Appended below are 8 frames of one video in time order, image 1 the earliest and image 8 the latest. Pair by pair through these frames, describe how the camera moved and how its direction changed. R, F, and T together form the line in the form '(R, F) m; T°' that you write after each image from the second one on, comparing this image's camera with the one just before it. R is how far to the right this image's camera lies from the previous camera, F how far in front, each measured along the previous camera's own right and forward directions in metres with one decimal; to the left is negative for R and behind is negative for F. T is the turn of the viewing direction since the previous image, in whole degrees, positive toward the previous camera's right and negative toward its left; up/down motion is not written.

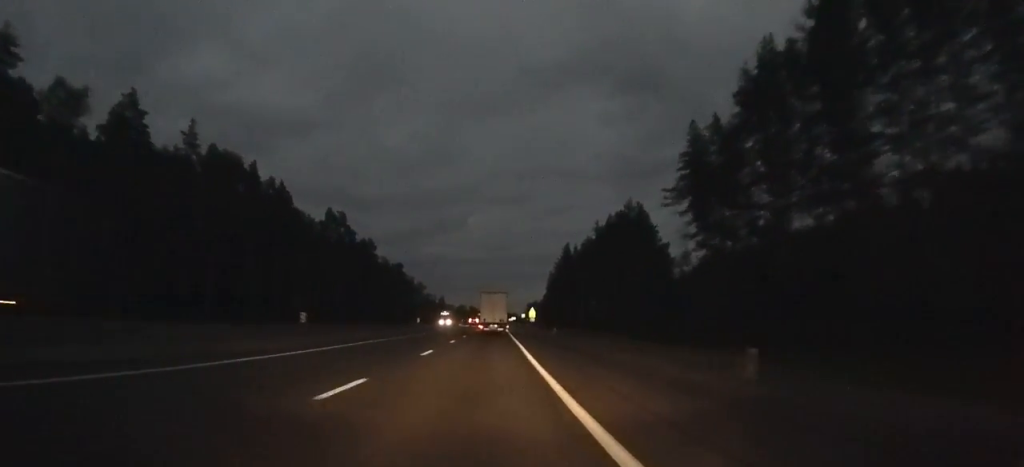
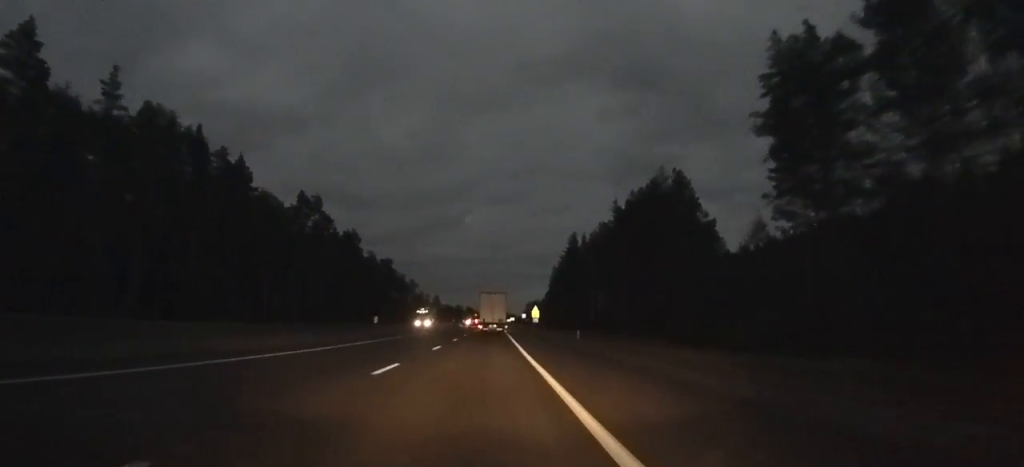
(0.0, +19.8) m; 0°
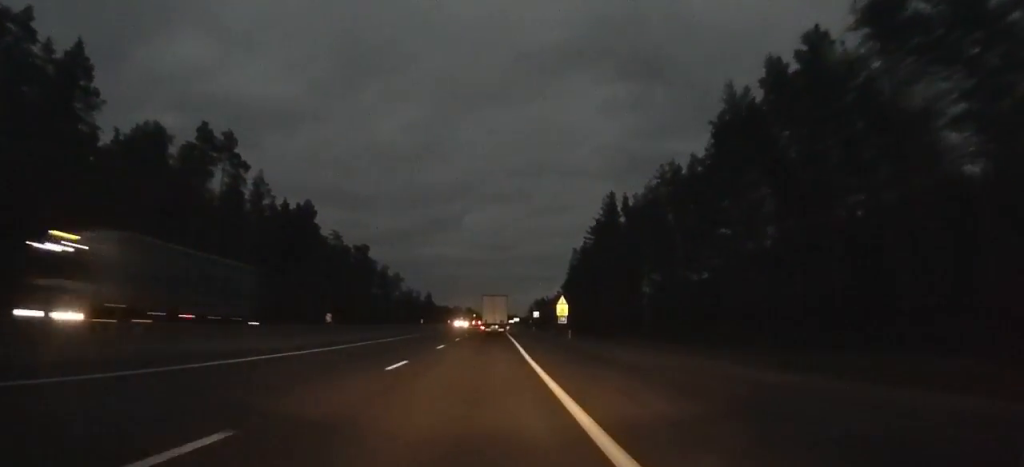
(-0.1, +46.0) m; 0°
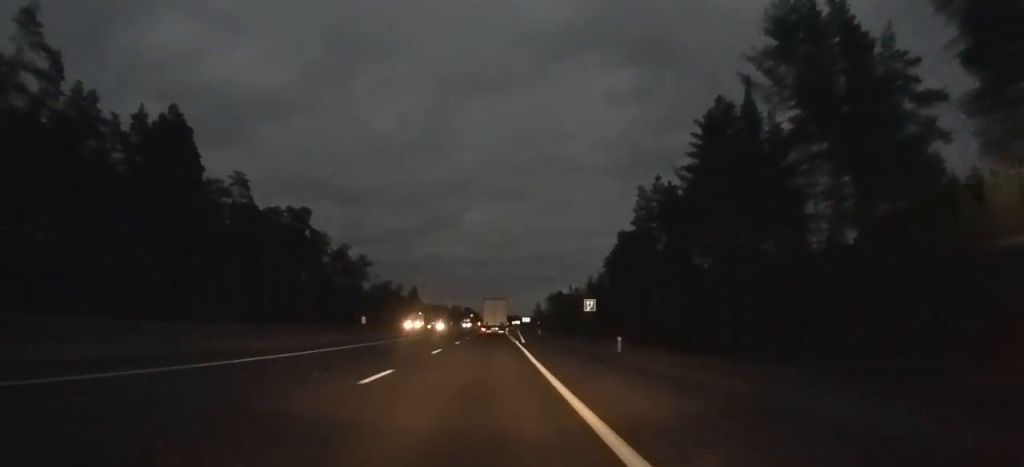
(-0.4, +63.3) m; -1°
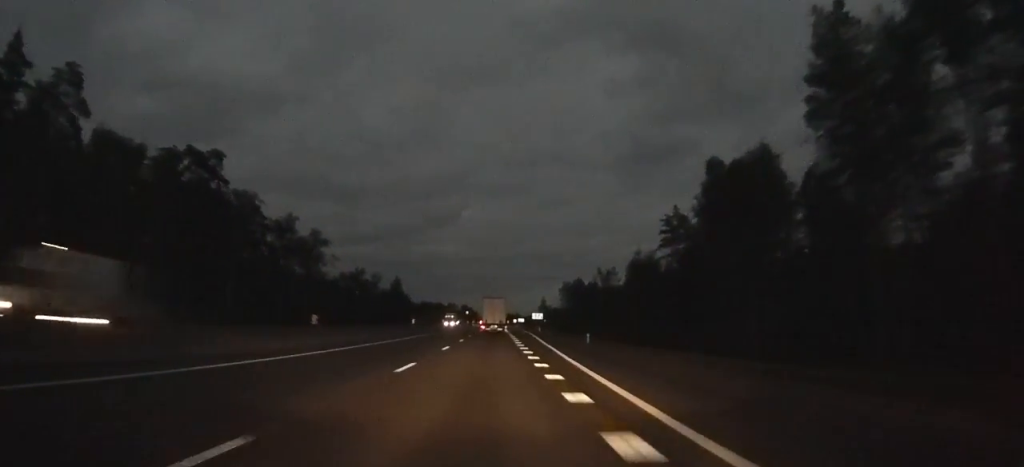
(-0.1, +44.9) m; 0°
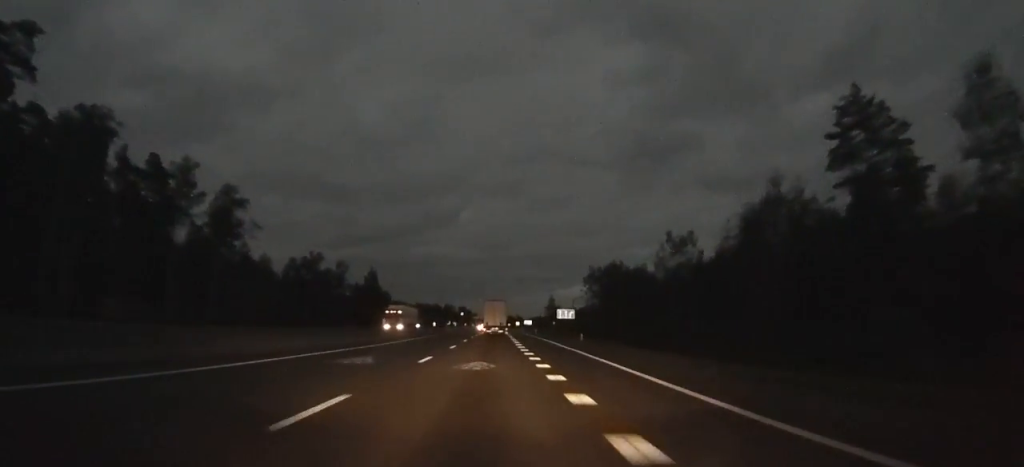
(+0.1, +43.8) m; 0°
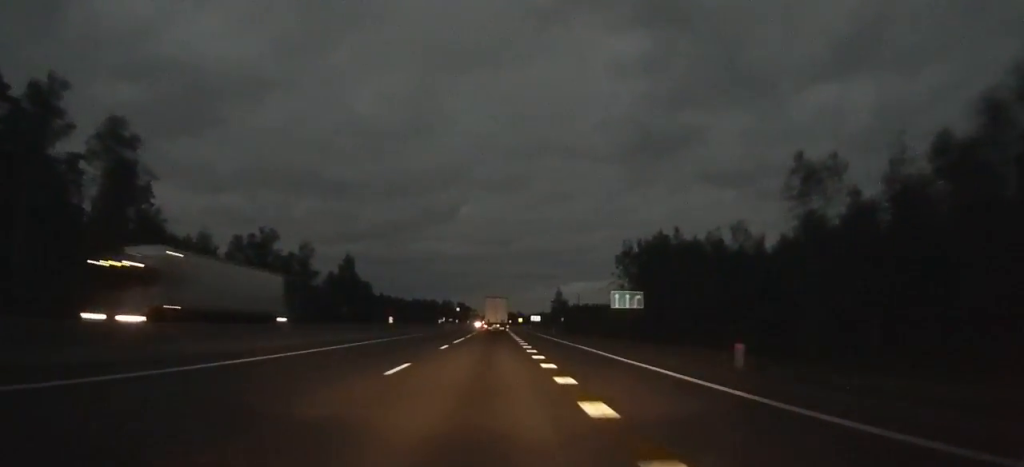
(0.0, +29.4) m; 0°
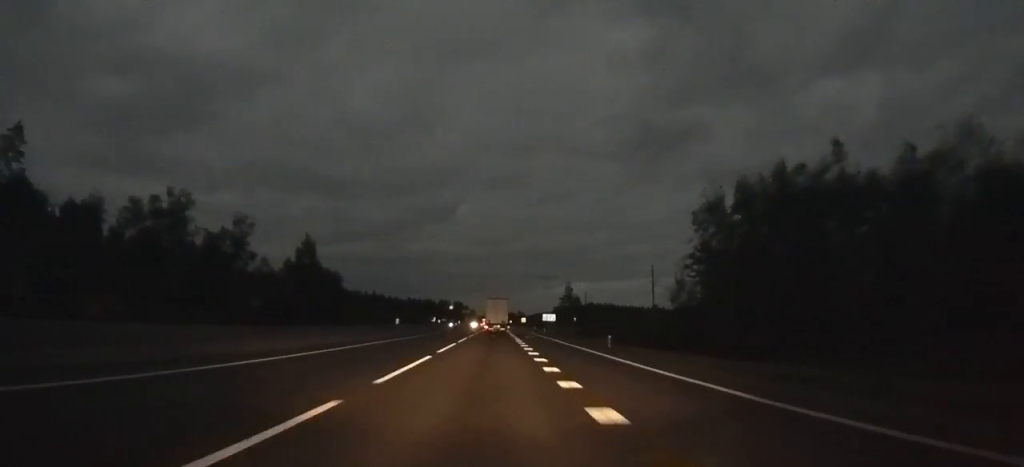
(-0.1, +32.3) m; 0°
